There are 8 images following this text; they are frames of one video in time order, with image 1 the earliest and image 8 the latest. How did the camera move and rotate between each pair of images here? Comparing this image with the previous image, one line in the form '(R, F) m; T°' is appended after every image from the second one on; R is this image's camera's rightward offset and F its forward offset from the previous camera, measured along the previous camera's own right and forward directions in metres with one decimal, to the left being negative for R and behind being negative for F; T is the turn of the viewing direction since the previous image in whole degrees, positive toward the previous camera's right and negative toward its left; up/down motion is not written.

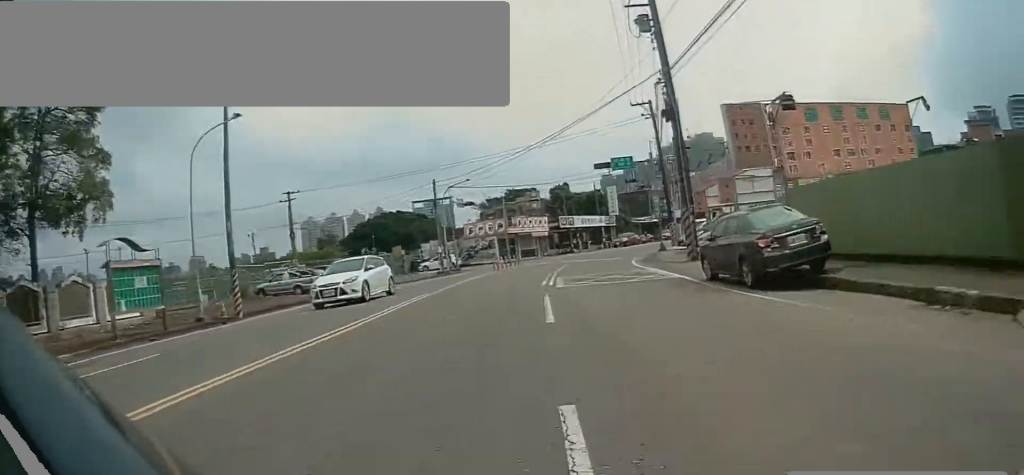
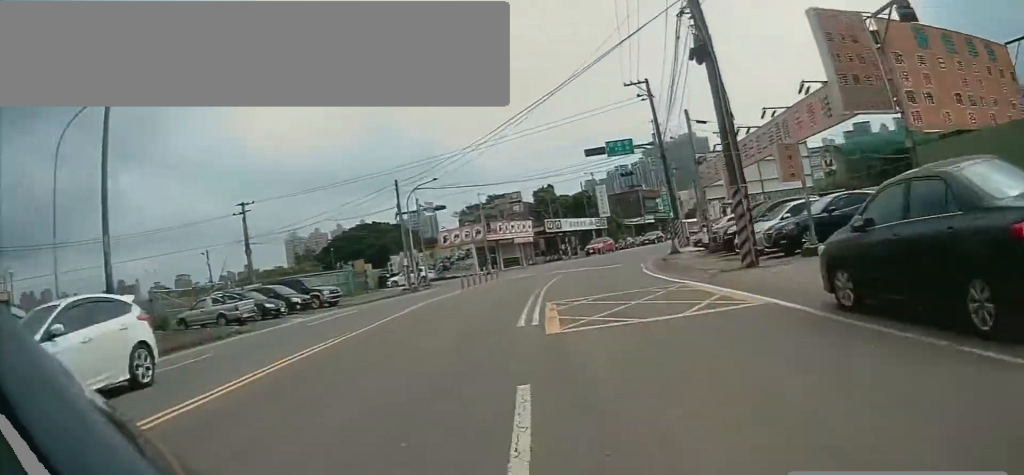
(+0.3, +7.3) m; +1°
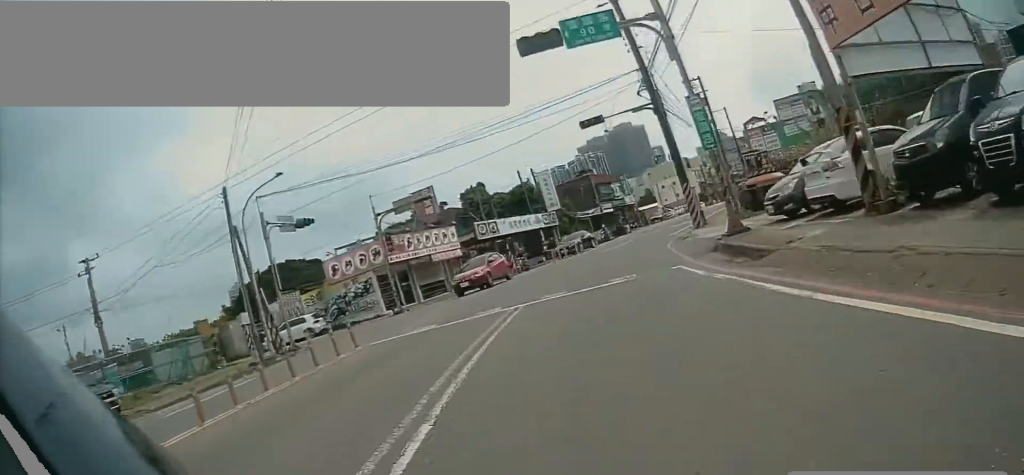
(+0.3, +17.0) m; +4°
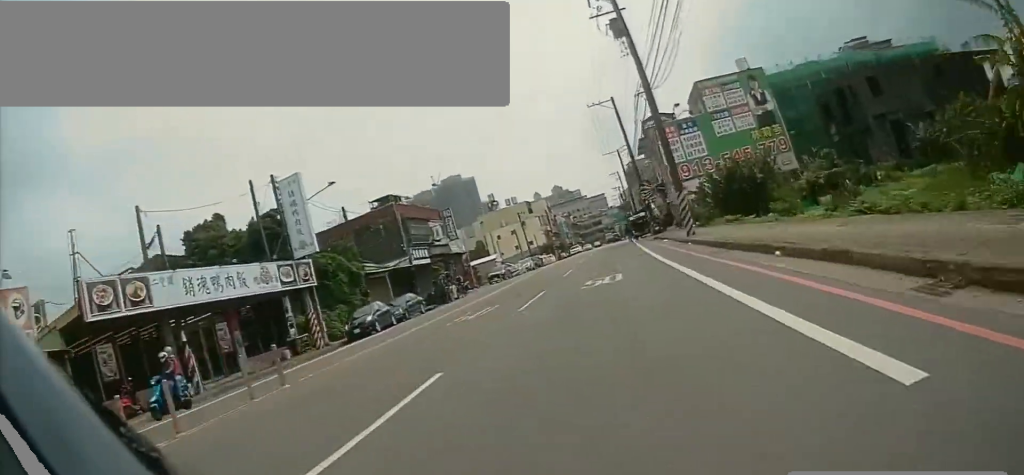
(+1.9, +28.7) m; +6°
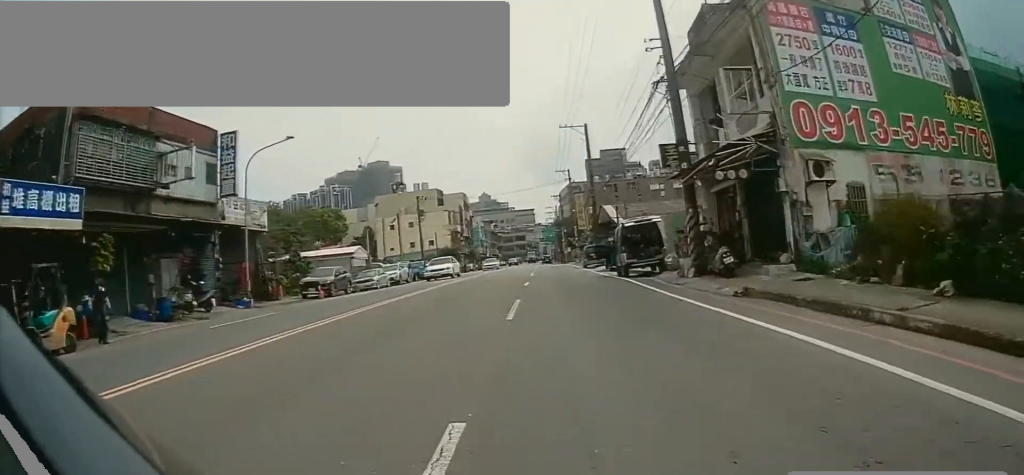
(+1.0, +30.5) m; +4°
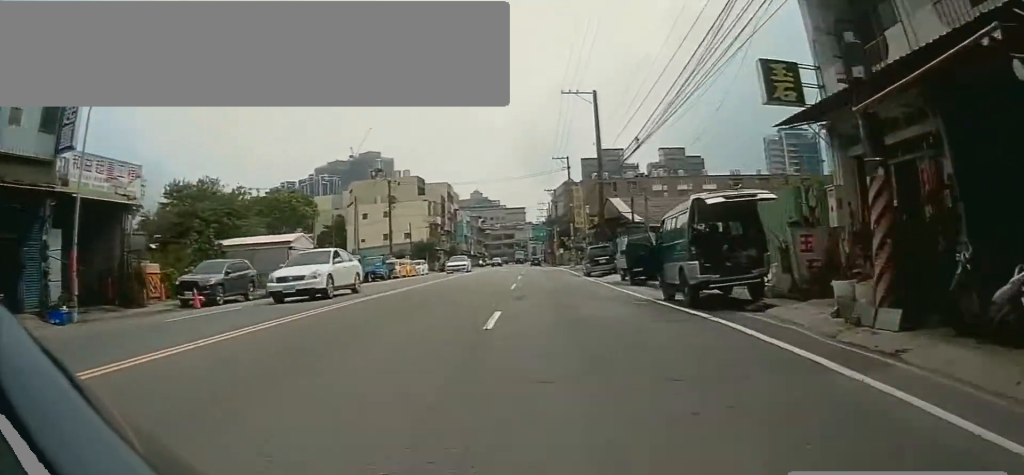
(0.0, +10.0) m; 0°
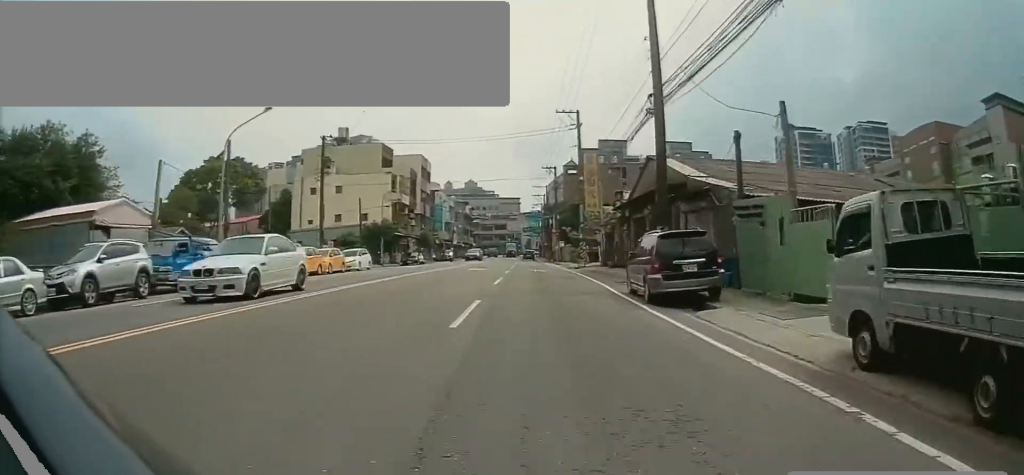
(0.0, +17.7) m; 0°
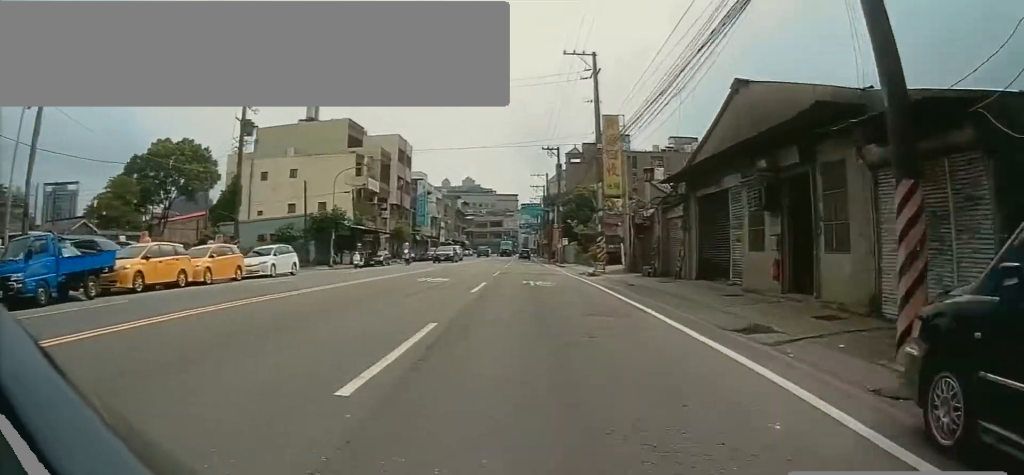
(0.0, +11.8) m; 0°
